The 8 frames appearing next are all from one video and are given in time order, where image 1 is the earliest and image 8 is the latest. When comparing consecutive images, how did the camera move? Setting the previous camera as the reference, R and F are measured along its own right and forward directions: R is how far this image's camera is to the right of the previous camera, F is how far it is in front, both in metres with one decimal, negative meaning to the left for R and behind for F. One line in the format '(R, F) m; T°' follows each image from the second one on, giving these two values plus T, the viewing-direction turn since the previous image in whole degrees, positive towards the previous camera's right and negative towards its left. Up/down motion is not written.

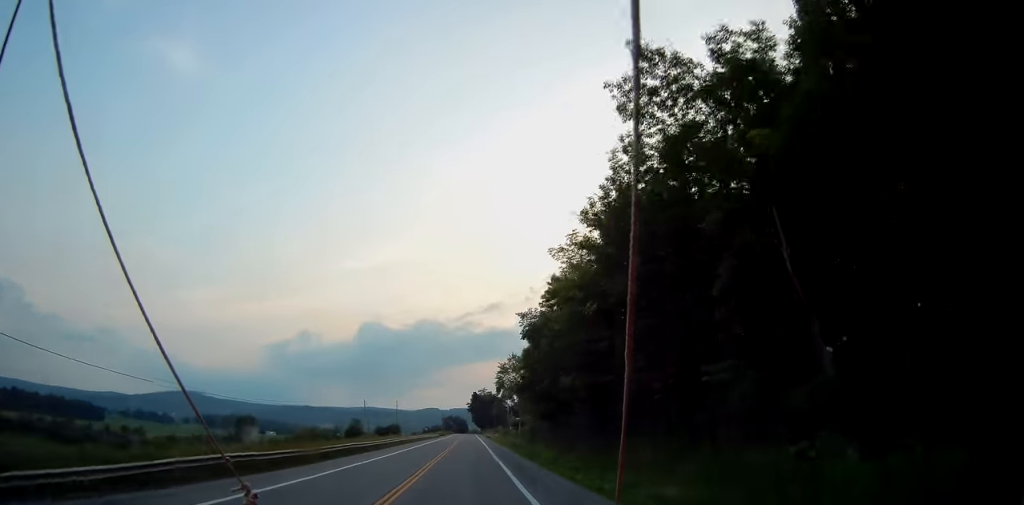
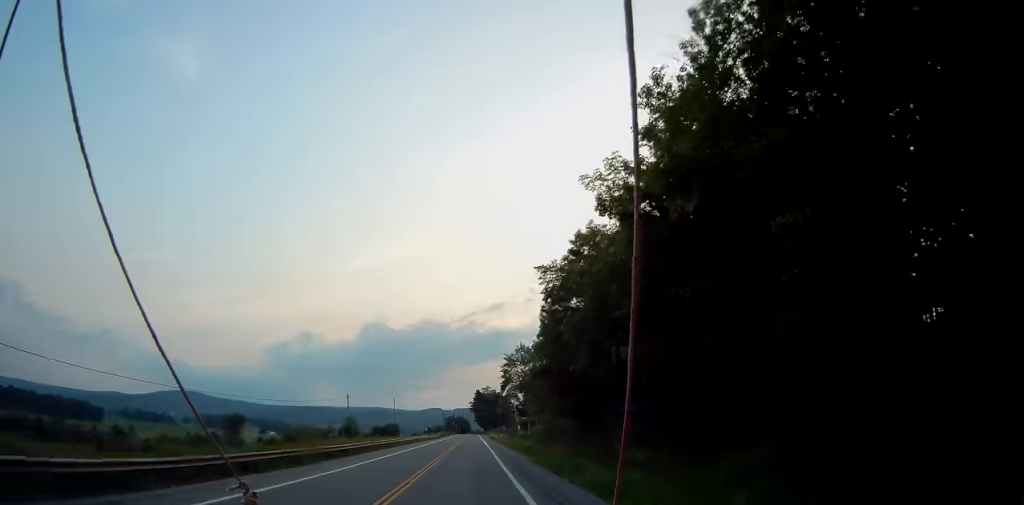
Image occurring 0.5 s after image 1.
(+0.3, +12.1) m; 0°
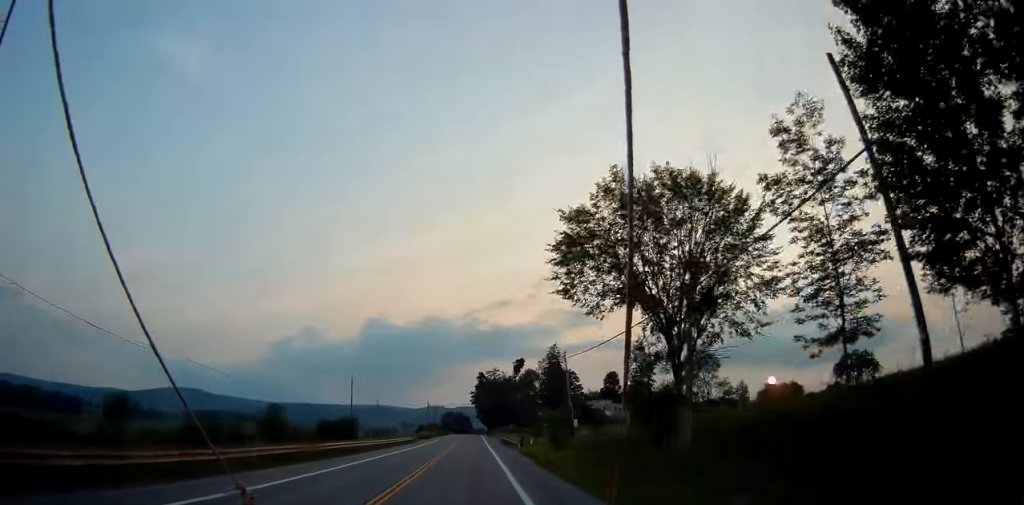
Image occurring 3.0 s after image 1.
(-0.9, +60.3) m; 0°
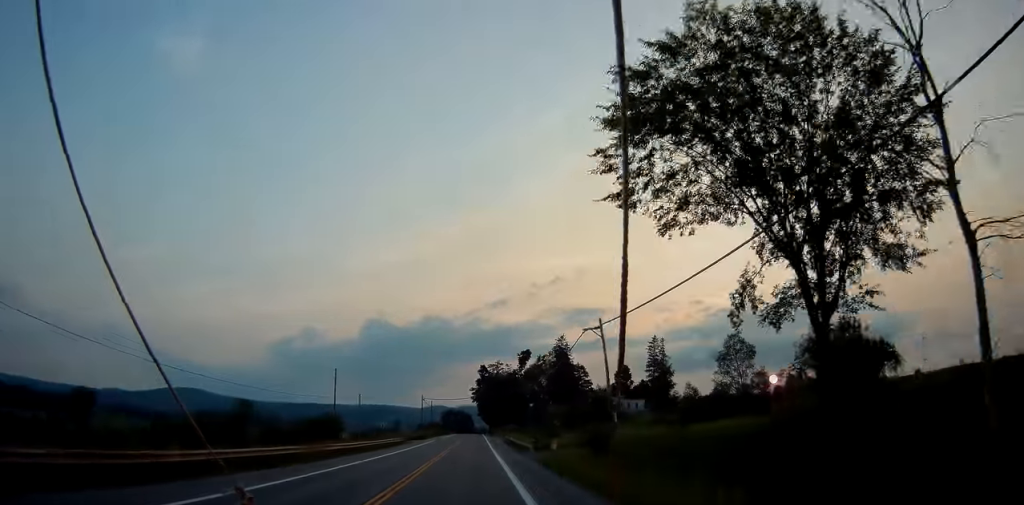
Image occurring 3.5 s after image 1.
(0.0, +13.9) m; 0°
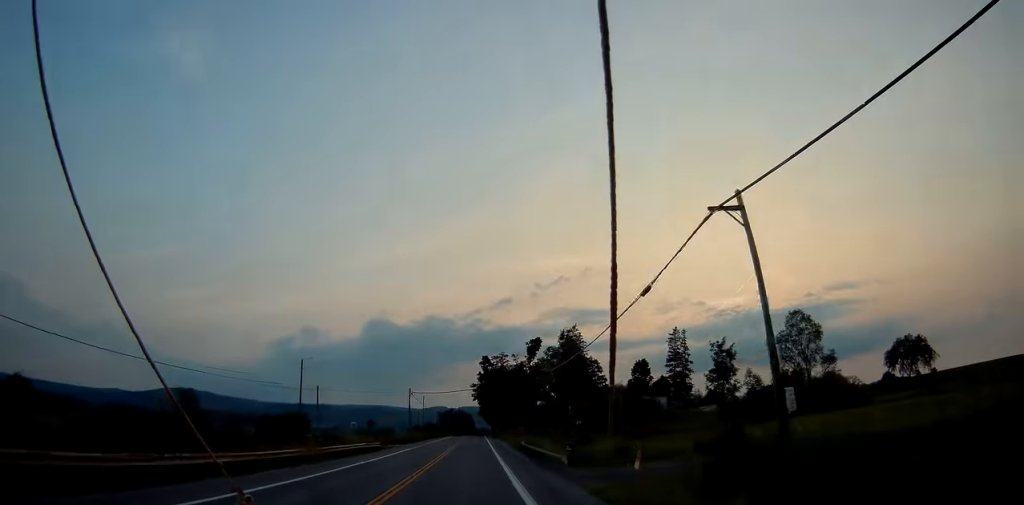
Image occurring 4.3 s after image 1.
(0.0, +19.3) m; 0°
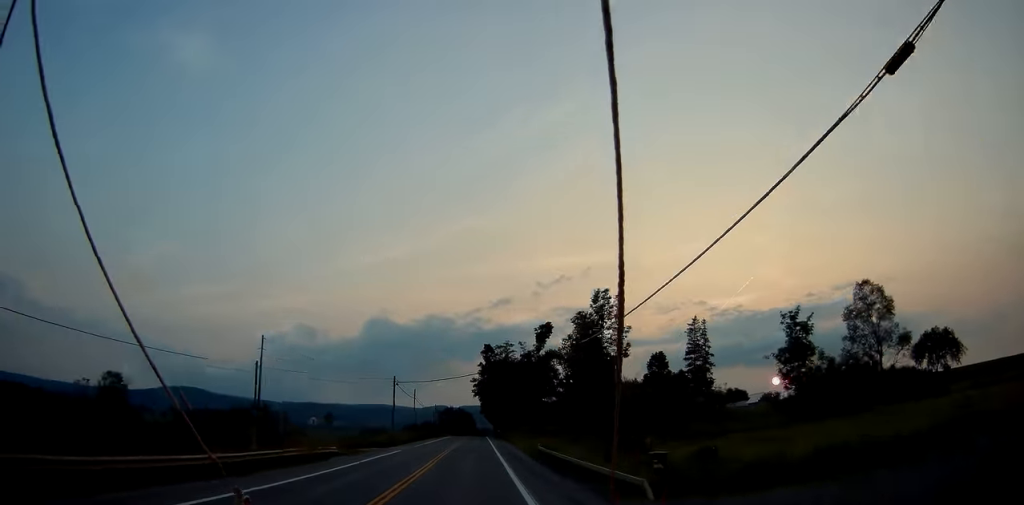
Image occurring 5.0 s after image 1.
(0.0, +15.2) m; 0°
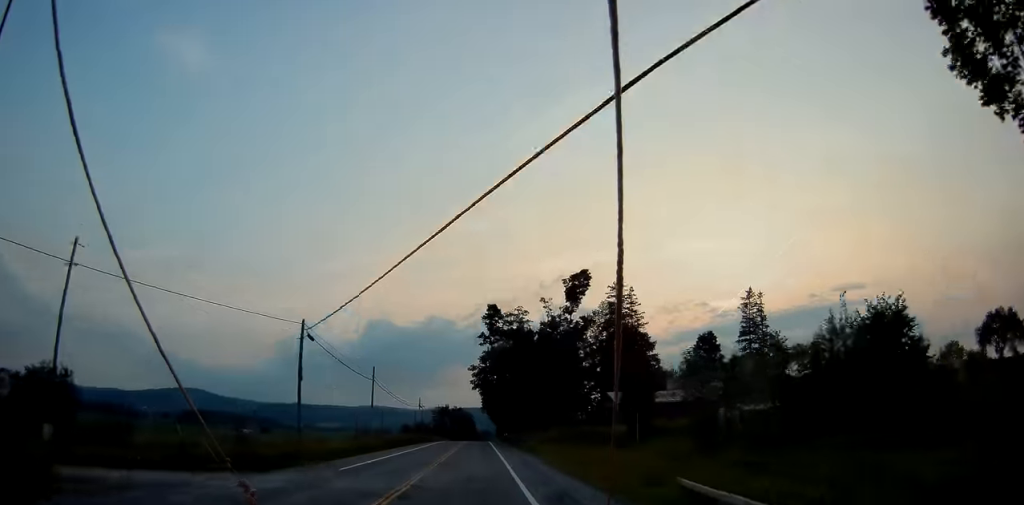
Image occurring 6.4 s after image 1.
(0.0, +33.6) m; 0°
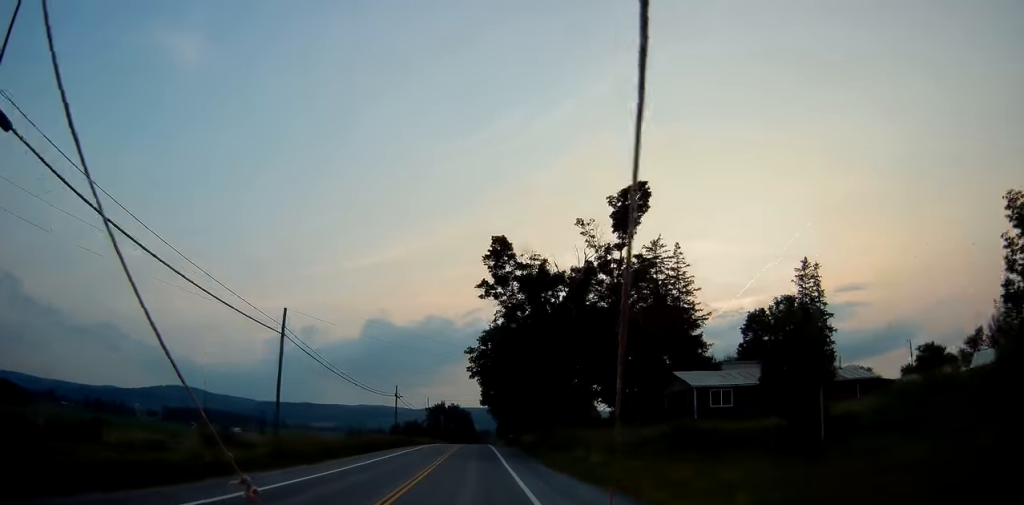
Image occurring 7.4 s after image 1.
(0.0, +24.0) m; -1°
